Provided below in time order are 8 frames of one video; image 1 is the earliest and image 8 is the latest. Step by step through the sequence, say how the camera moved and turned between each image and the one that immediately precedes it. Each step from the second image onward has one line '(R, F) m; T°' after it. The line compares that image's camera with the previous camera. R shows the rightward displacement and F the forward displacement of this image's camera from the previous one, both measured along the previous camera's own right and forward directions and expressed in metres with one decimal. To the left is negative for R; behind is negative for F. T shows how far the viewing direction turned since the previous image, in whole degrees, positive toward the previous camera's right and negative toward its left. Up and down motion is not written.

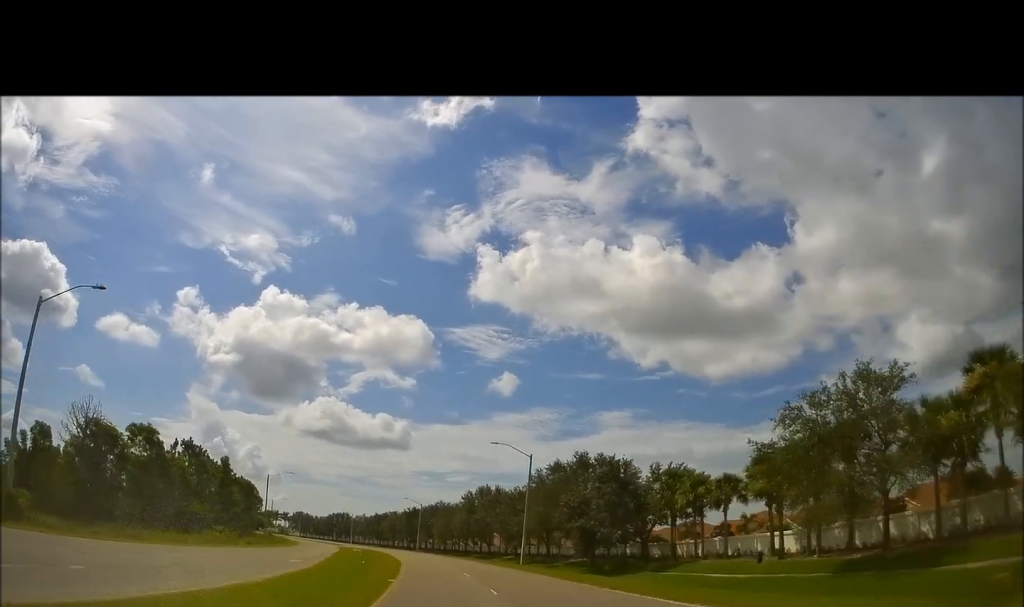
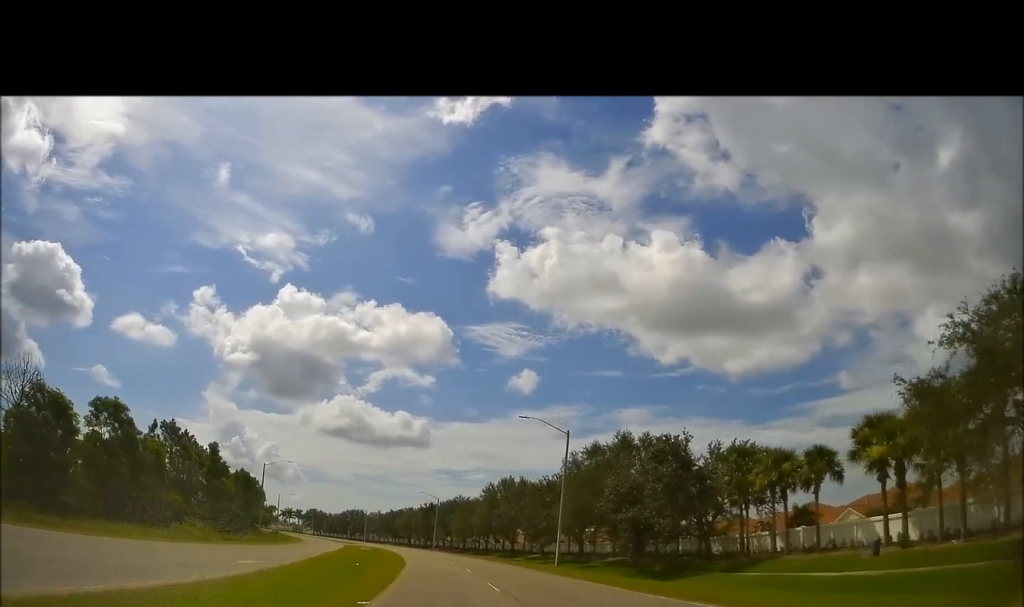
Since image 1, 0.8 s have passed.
(-0.4, +11.2) m; -2°
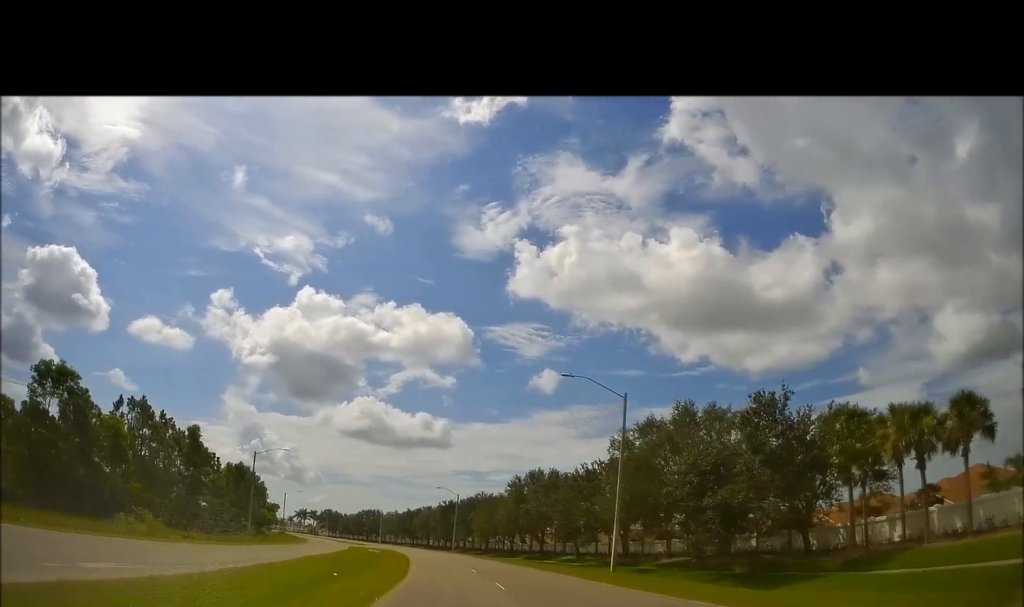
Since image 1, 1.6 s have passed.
(0.0, +12.3) m; -1°
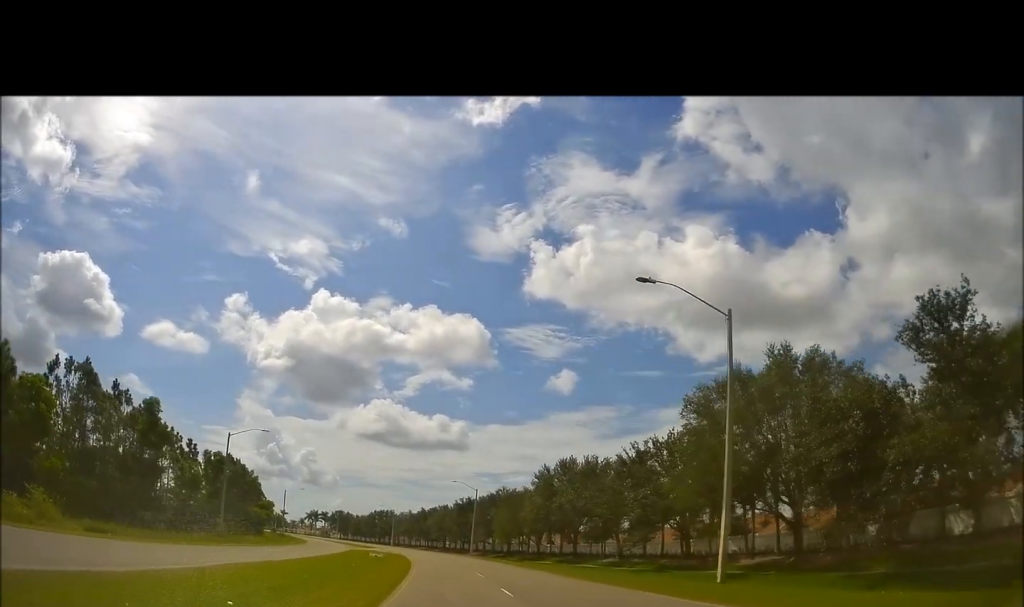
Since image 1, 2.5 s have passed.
(-0.4, +14.4) m; -3°
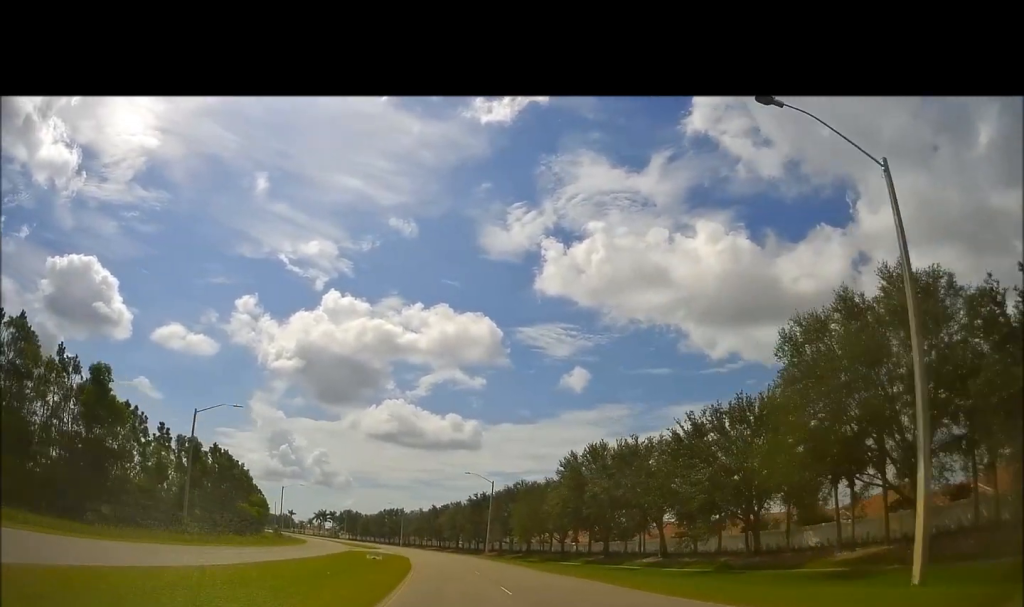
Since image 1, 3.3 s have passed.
(-0.3, +11.3) m; -1°
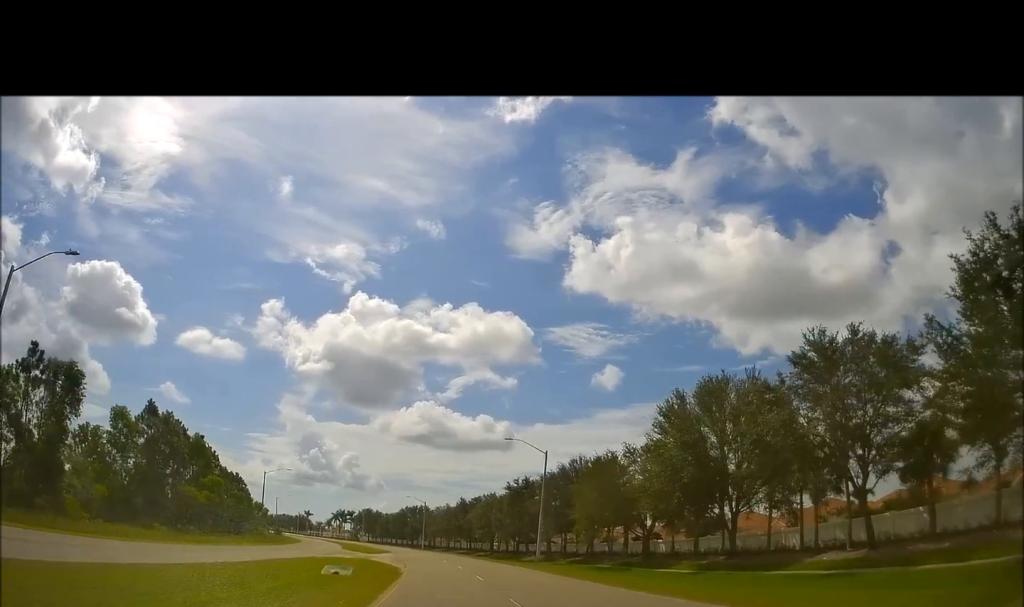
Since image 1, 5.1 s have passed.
(-0.5, +28.5) m; -3°
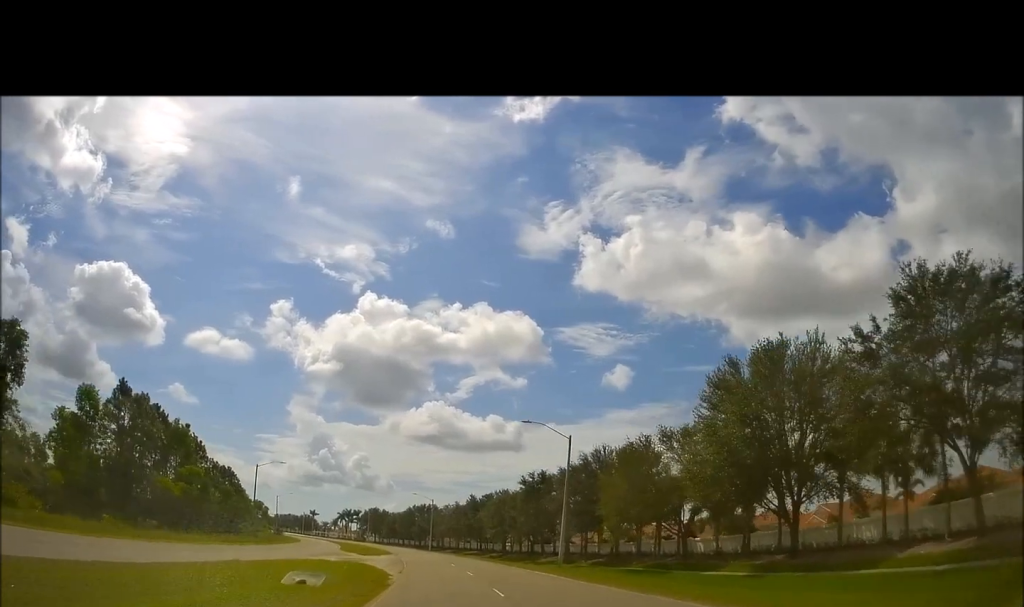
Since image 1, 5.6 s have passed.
(0.0, +8.2) m; -1°
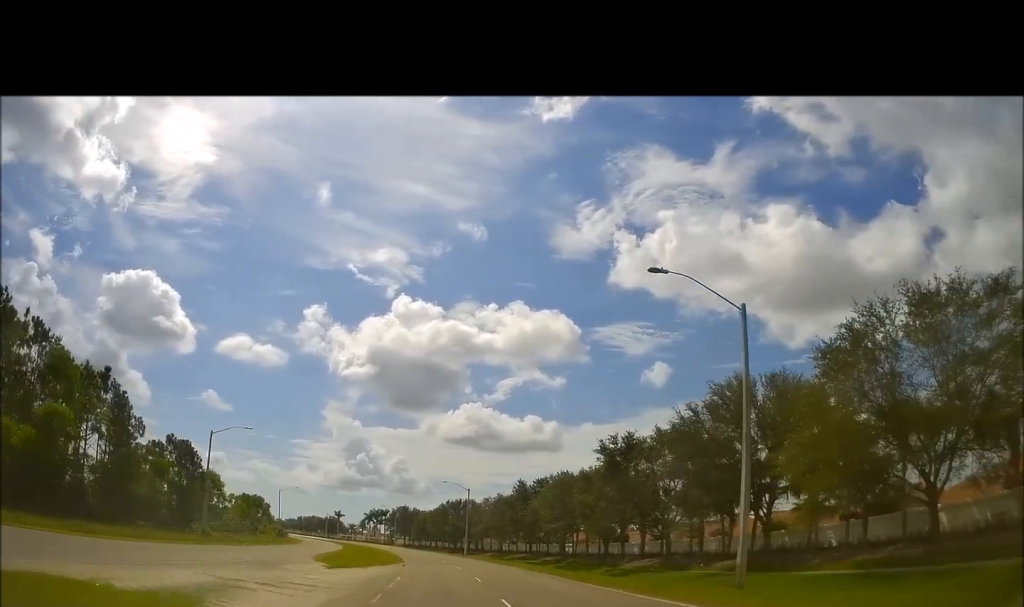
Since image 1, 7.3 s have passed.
(-0.6, +28.3) m; -3°
